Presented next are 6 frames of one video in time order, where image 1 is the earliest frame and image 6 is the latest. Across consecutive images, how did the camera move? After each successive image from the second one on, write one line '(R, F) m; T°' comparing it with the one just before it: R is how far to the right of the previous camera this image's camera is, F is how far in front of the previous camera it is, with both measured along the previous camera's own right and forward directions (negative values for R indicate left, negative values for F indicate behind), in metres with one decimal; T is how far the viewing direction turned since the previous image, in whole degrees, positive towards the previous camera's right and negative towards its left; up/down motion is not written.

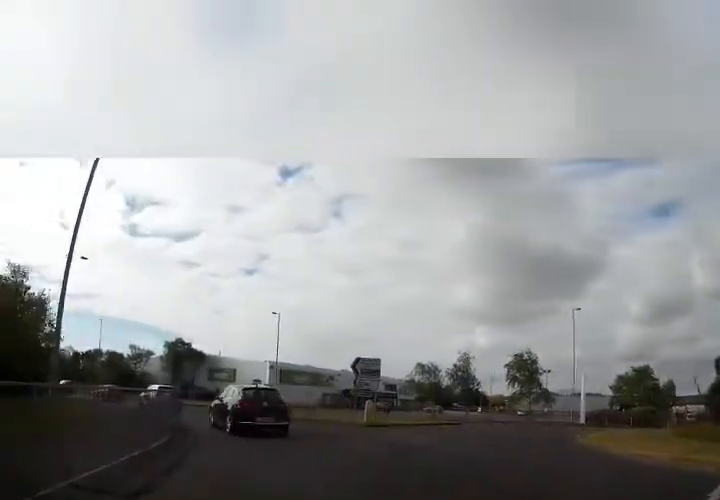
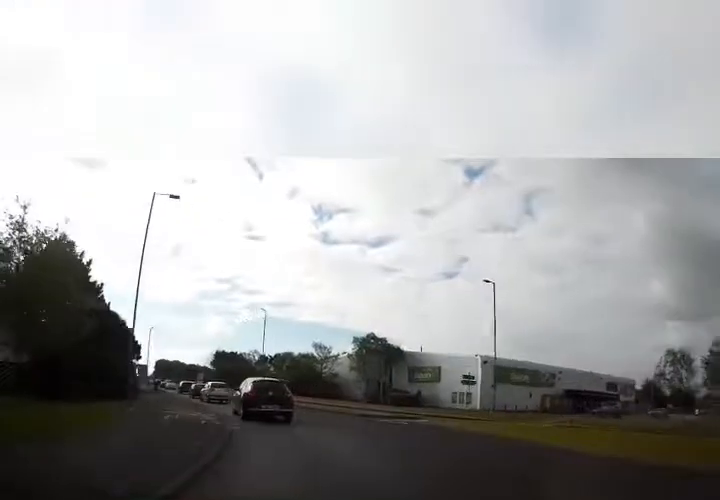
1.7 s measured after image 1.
(-1.7, +12.3) m; -20°
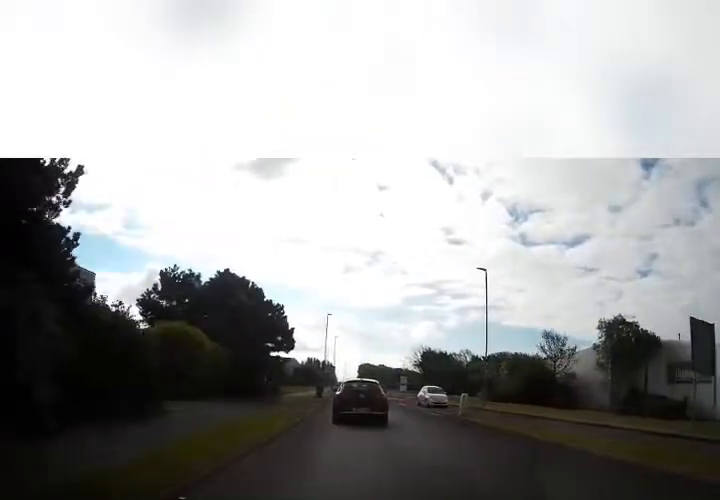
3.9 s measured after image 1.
(-5.9, +16.6) m; -29°
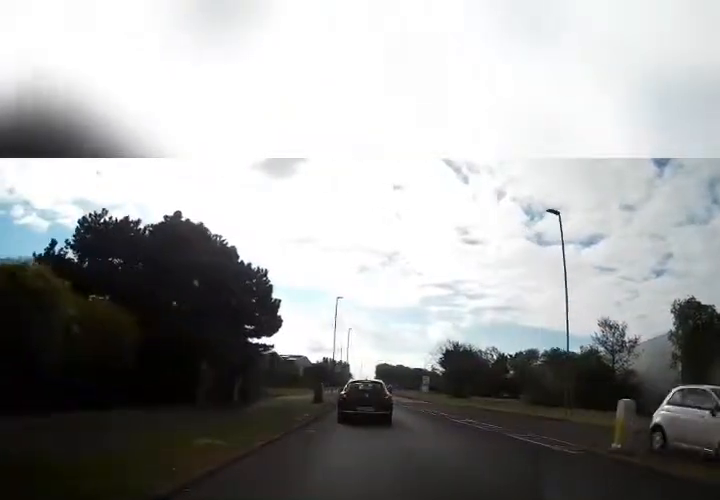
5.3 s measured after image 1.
(-0.2, +12.7) m; -1°
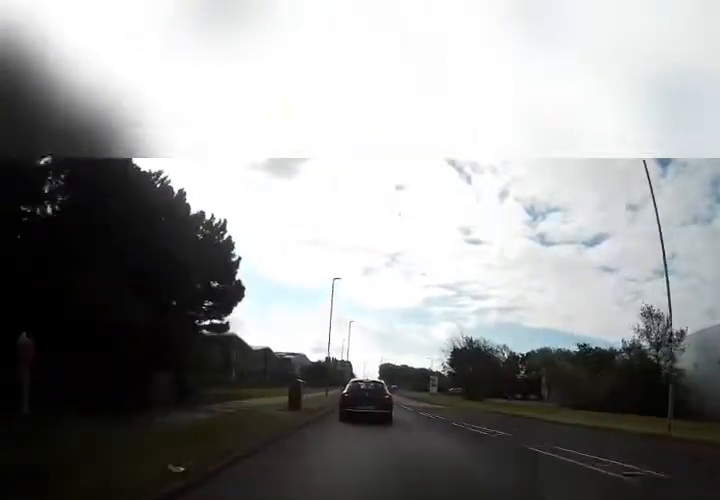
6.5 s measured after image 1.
(0.0, +9.2) m; -2°
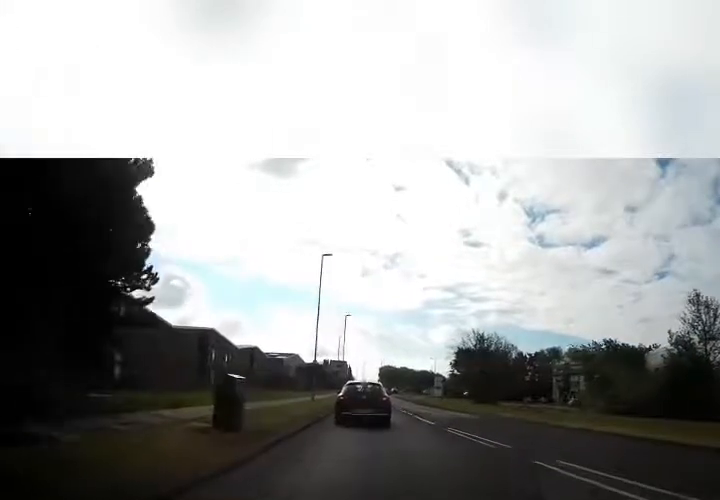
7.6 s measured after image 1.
(-0.3, +8.4) m; -3°
